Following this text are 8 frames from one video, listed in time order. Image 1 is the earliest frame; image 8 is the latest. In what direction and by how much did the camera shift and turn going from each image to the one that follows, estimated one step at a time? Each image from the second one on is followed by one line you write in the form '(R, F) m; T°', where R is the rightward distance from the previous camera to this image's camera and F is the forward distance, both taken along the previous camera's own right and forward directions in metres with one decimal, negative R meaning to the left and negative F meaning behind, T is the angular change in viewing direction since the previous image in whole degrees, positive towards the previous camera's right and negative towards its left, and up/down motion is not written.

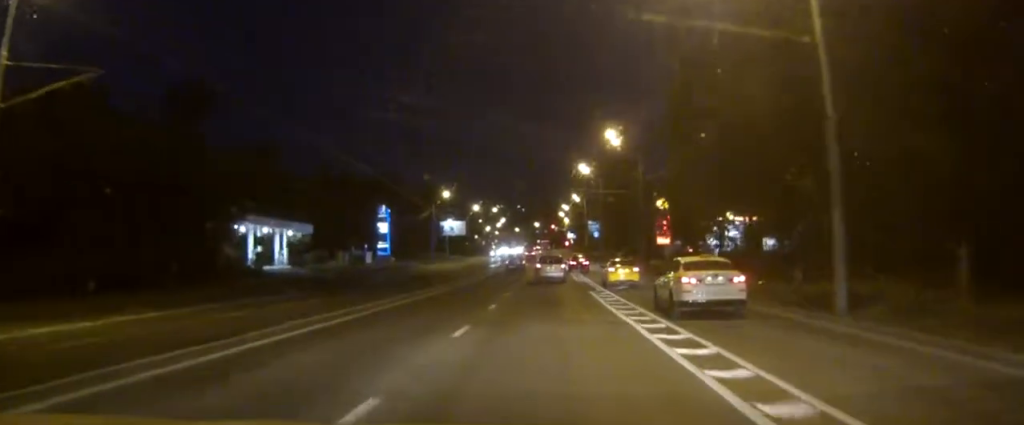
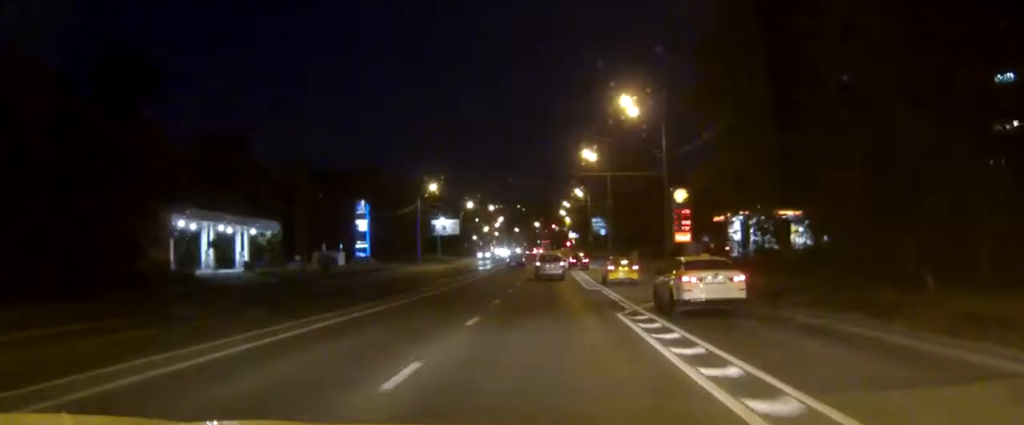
(0.0, +13.2) m; 0°
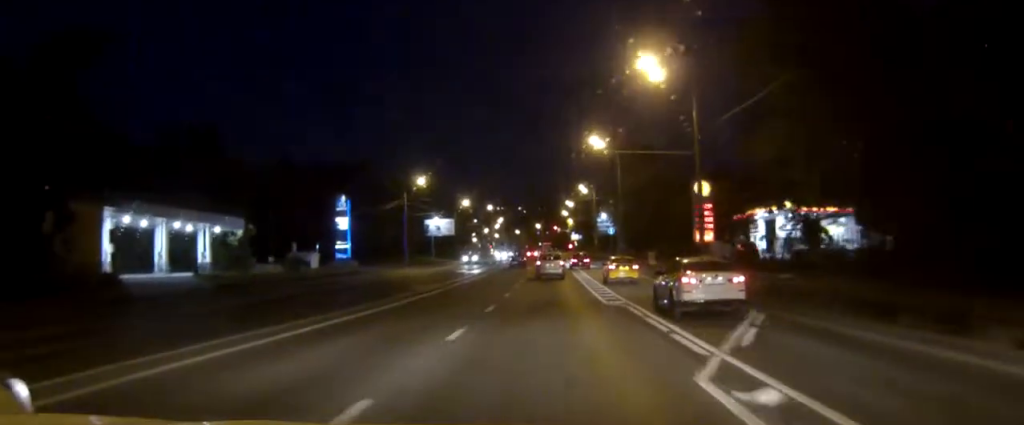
(0.0, +10.7) m; 0°
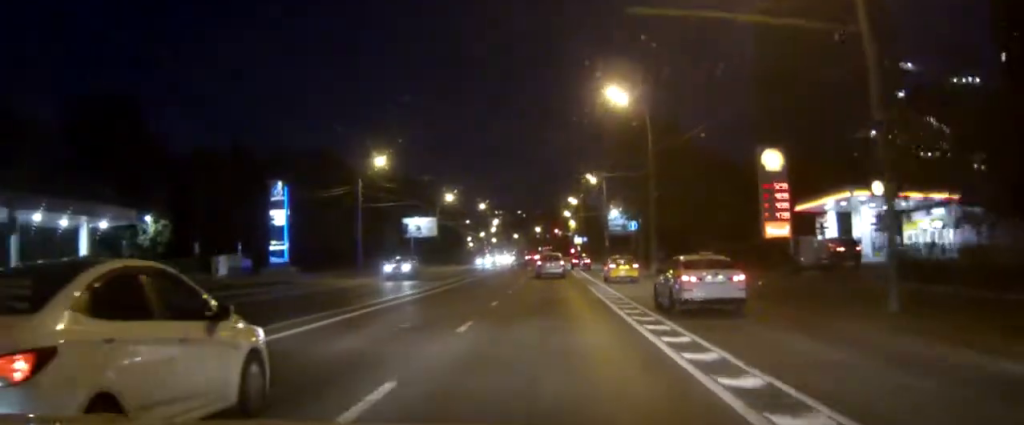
(0.0, +22.9) m; 0°
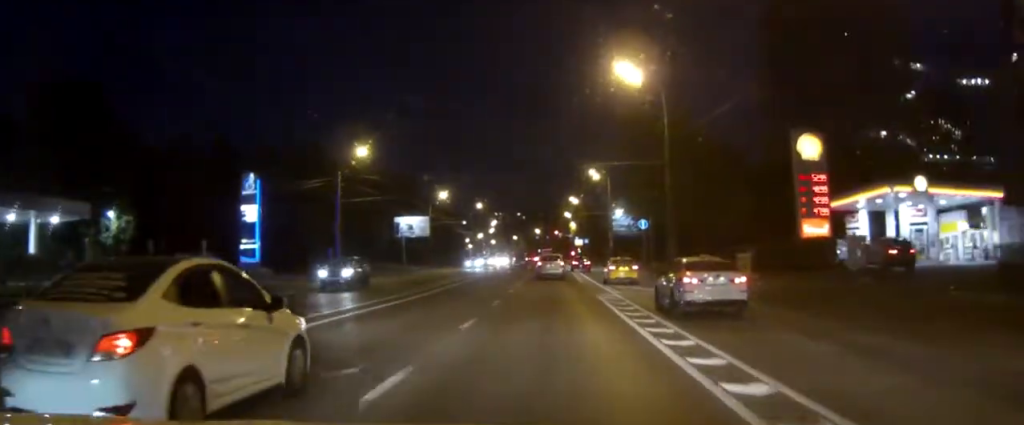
(-0.1, +7.2) m; 0°
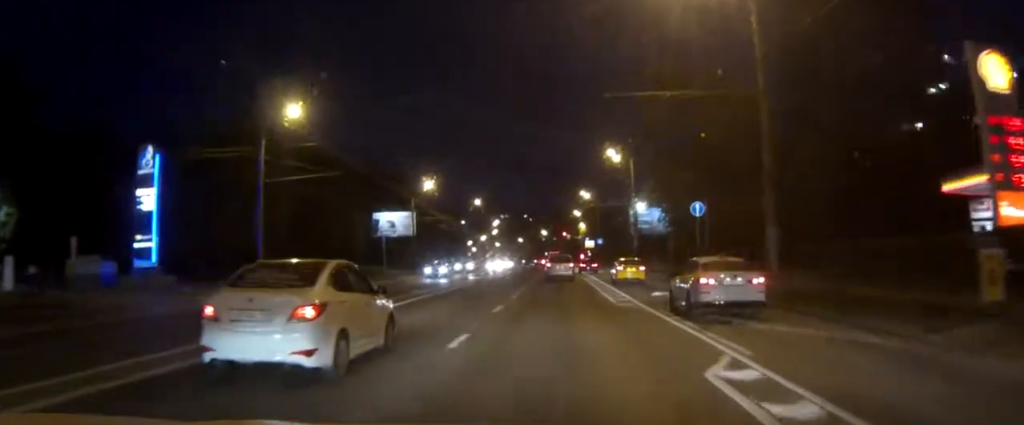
(+0.2, +19.6) m; 0°
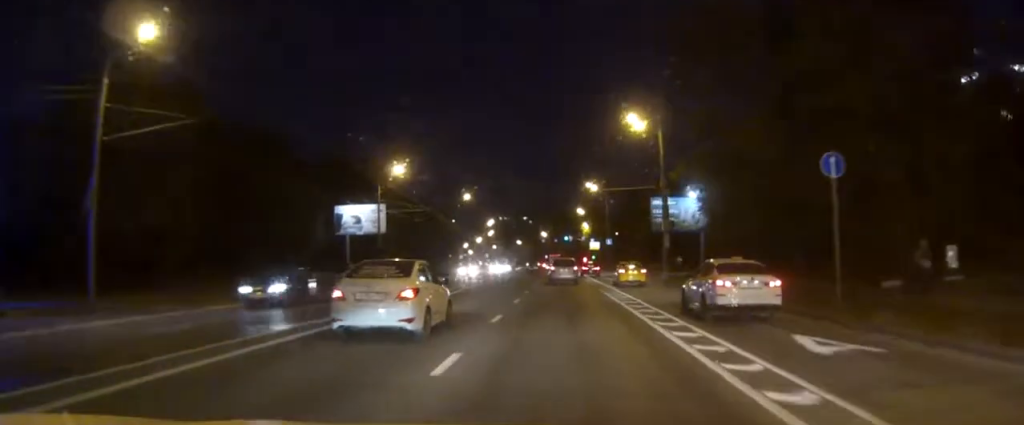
(-0.1, +19.2) m; 0°
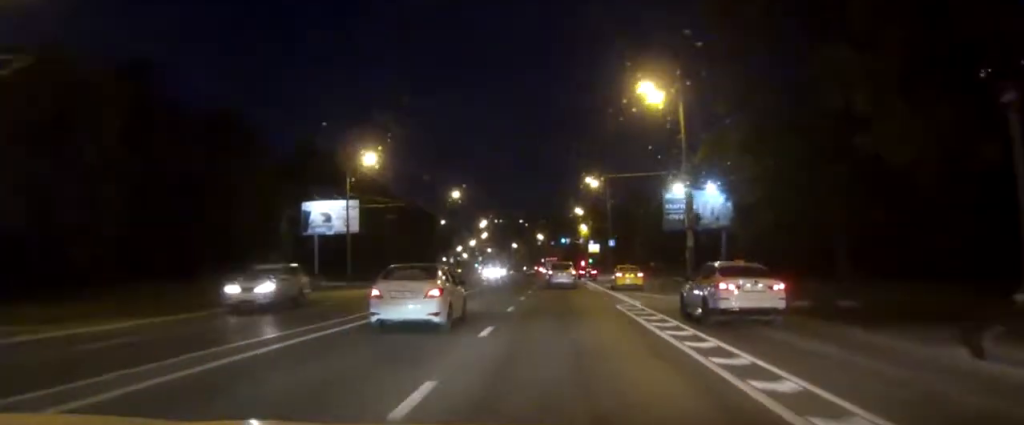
(0.0, +10.5) m; 0°
